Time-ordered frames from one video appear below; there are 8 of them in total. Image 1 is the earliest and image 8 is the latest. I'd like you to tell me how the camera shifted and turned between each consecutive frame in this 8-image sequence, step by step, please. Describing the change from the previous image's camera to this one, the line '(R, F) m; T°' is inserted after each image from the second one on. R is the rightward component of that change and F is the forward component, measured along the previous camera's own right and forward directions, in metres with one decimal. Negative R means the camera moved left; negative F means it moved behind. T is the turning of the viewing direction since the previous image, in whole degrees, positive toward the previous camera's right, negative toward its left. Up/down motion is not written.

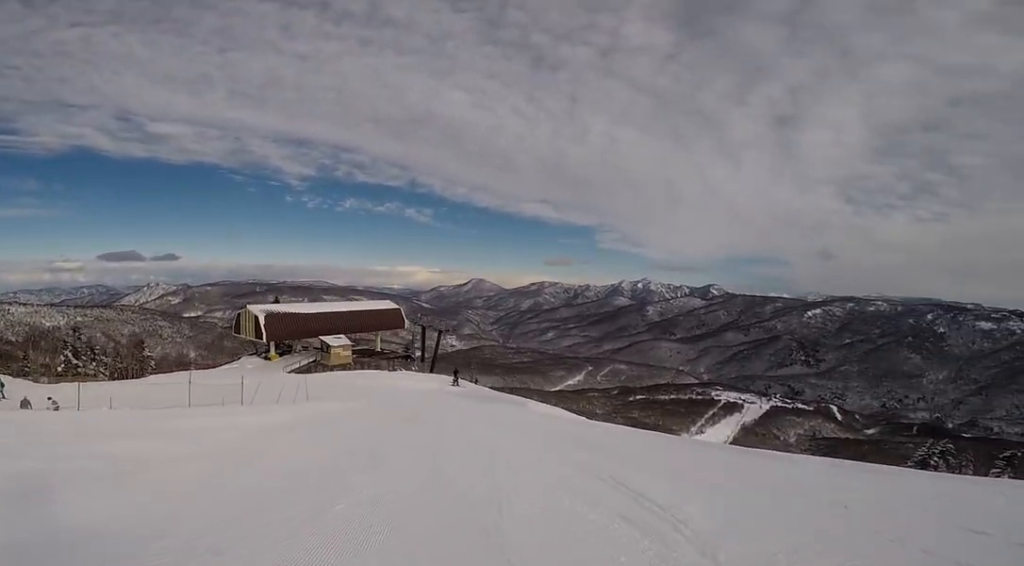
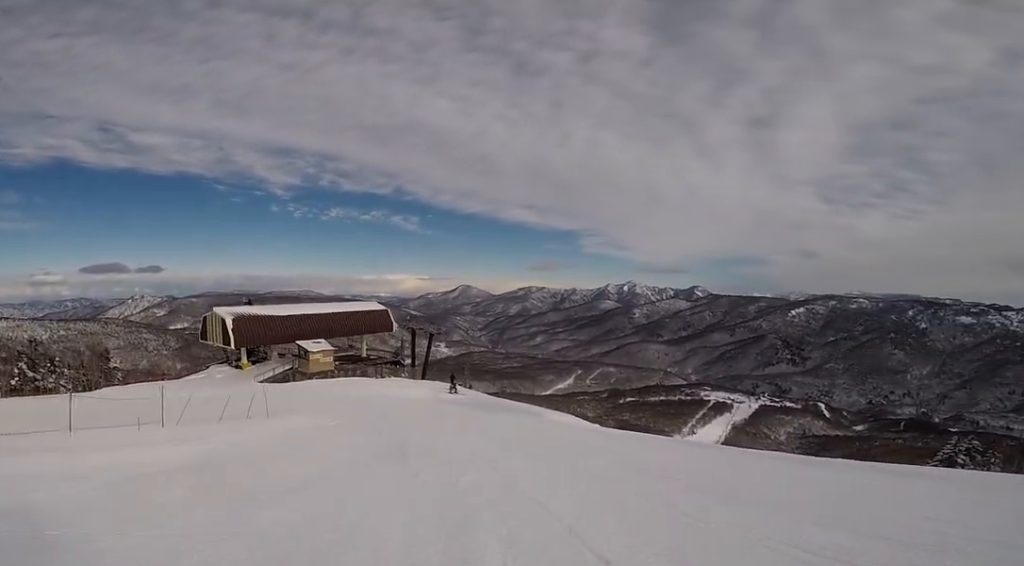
(-0.2, +5.1) m; -7°
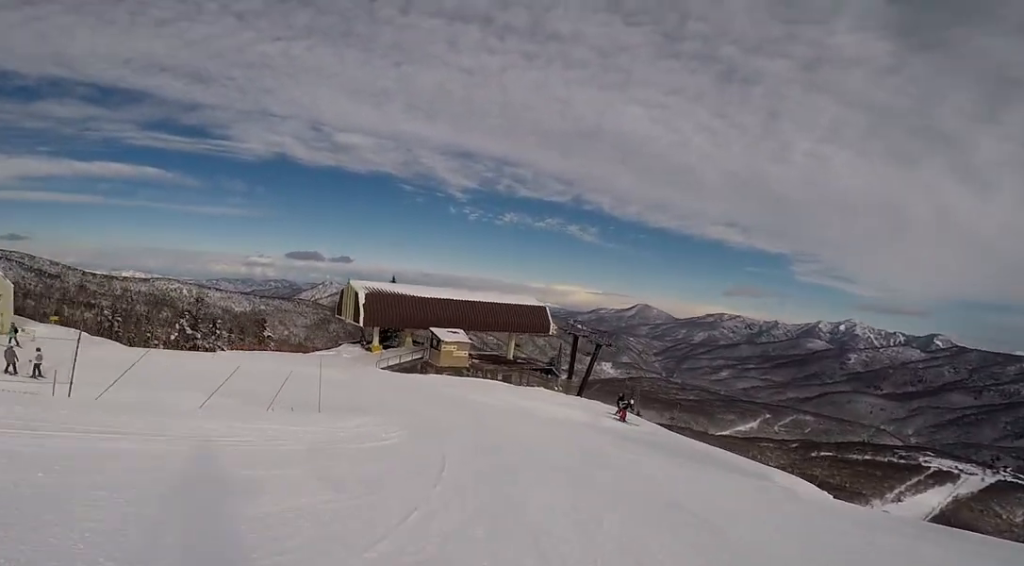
(-0.6, +7.2) m; -13°
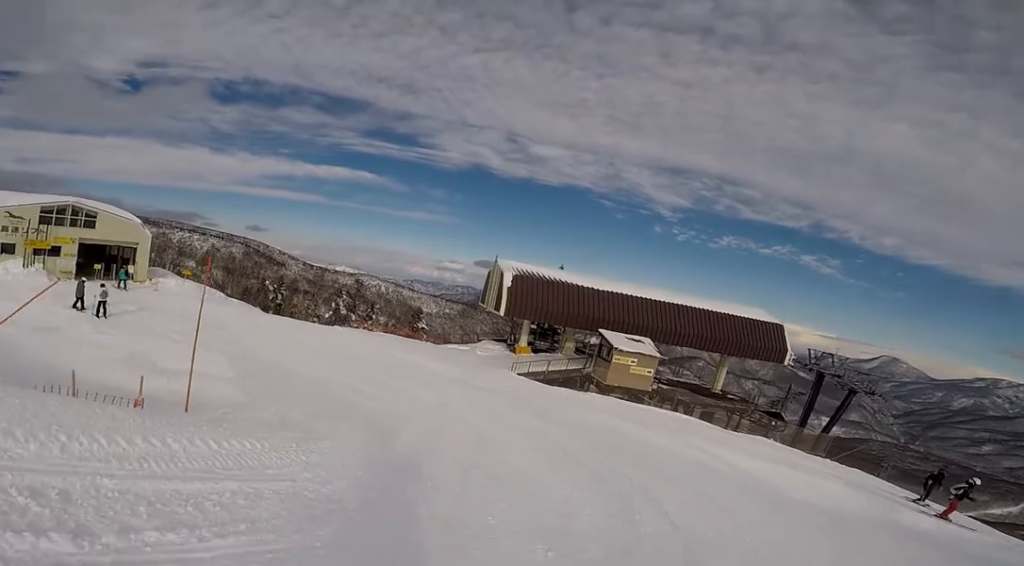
(-1.1, +7.9) m; -24°
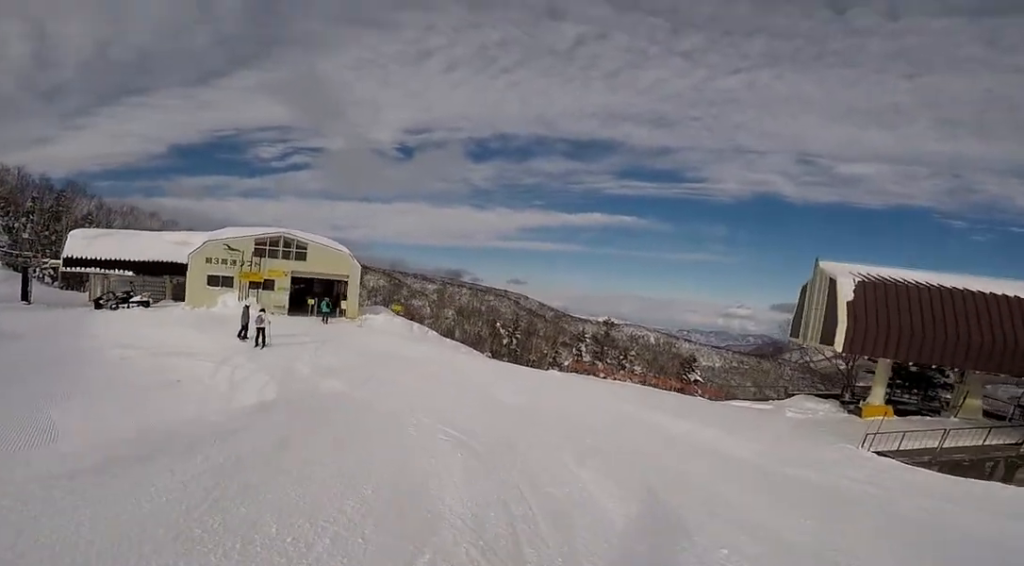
(-2.6, +7.3) m; -27°
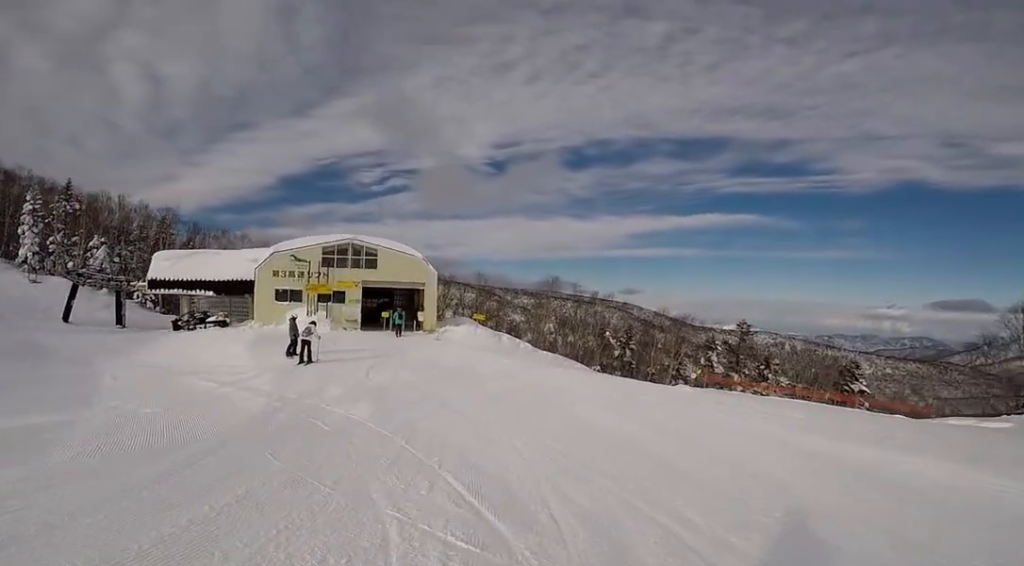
(-0.2, +4.2) m; -12°
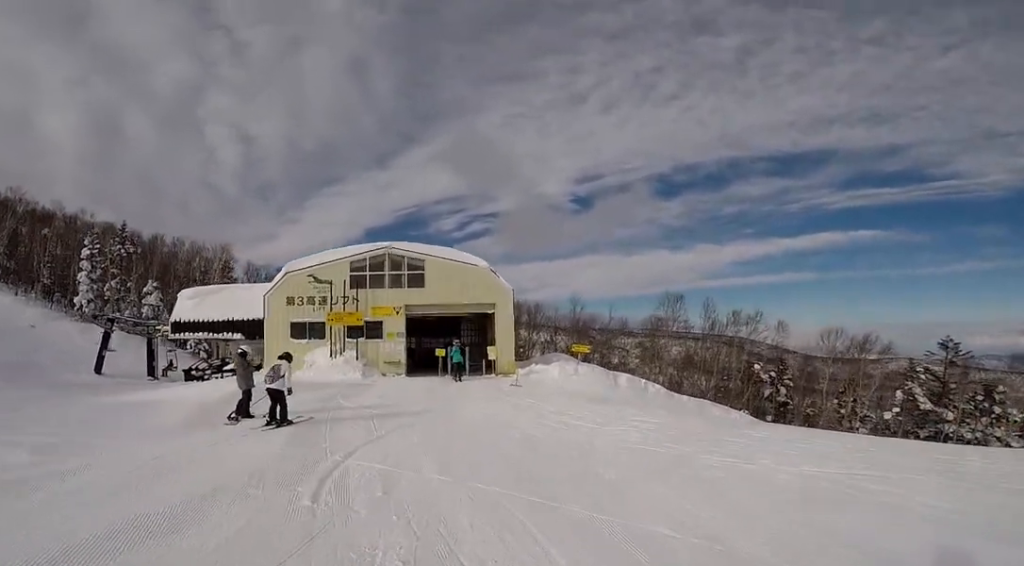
(-1.8, +7.6) m; -17°
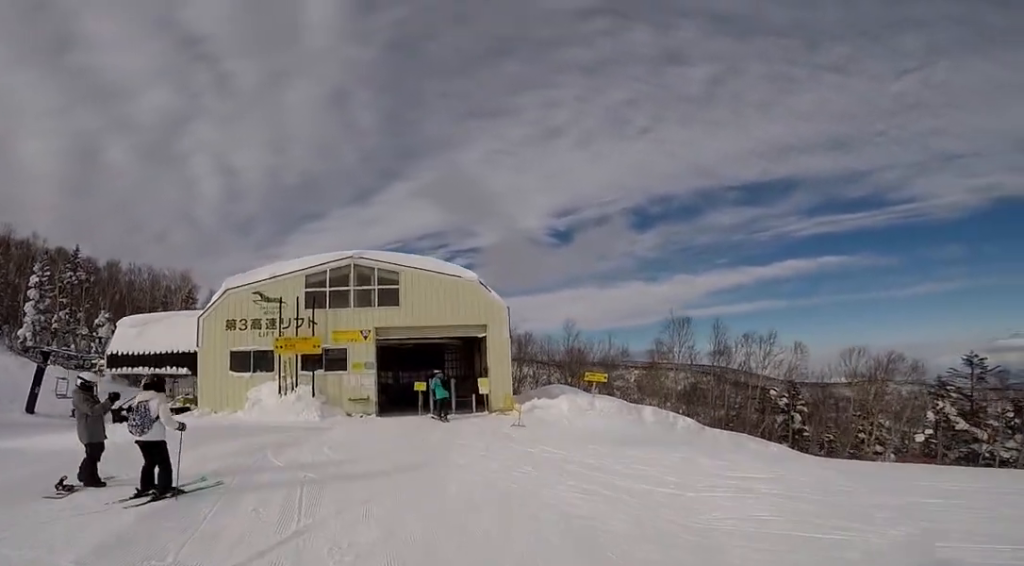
(0.0, +3.2) m; 0°
